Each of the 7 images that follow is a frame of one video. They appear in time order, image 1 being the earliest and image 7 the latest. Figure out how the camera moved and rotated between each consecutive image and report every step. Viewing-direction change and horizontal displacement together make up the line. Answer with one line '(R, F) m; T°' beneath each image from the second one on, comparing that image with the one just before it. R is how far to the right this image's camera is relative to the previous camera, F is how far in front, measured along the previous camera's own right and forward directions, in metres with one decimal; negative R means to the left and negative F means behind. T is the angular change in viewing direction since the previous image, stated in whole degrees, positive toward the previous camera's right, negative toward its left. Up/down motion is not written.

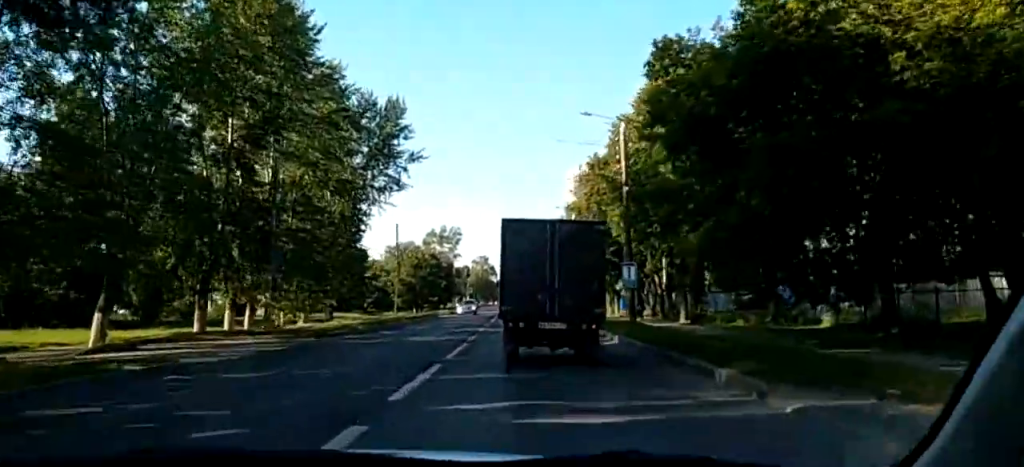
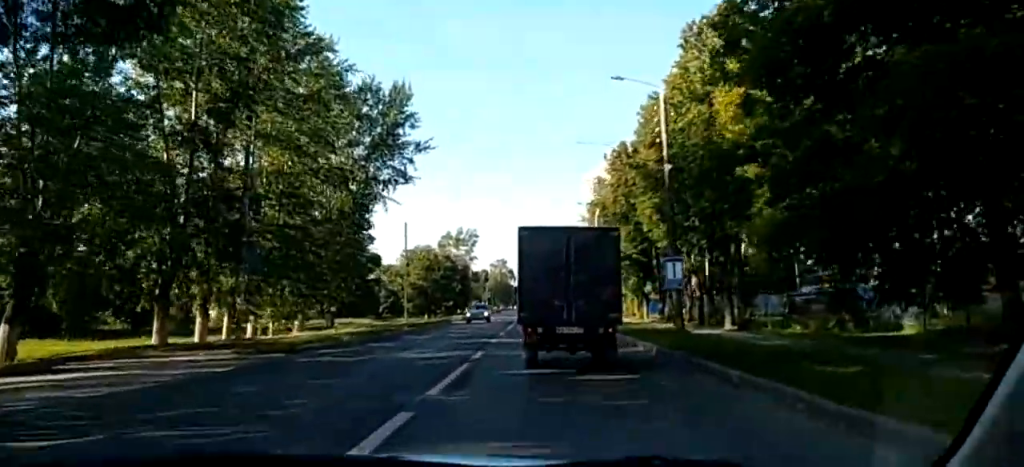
(0.0, +6.2) m; +1°
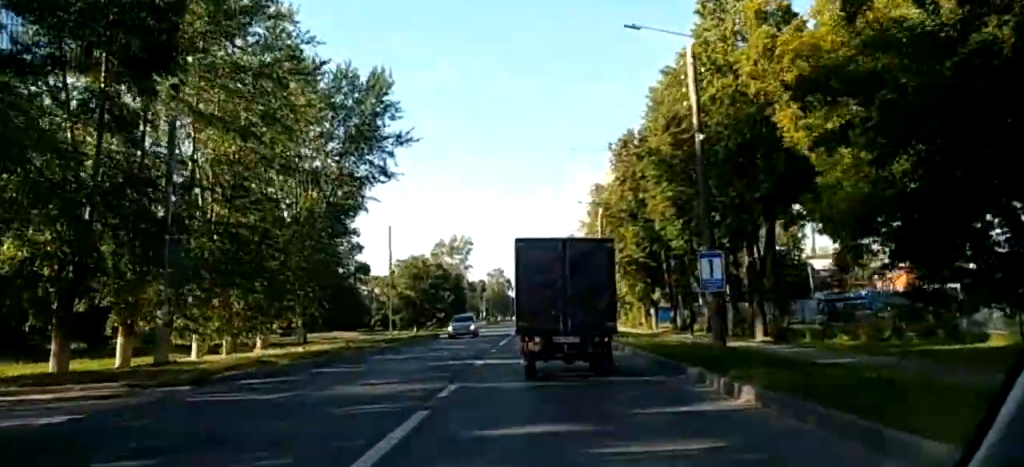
(+0.2, +6.2) m; 0°
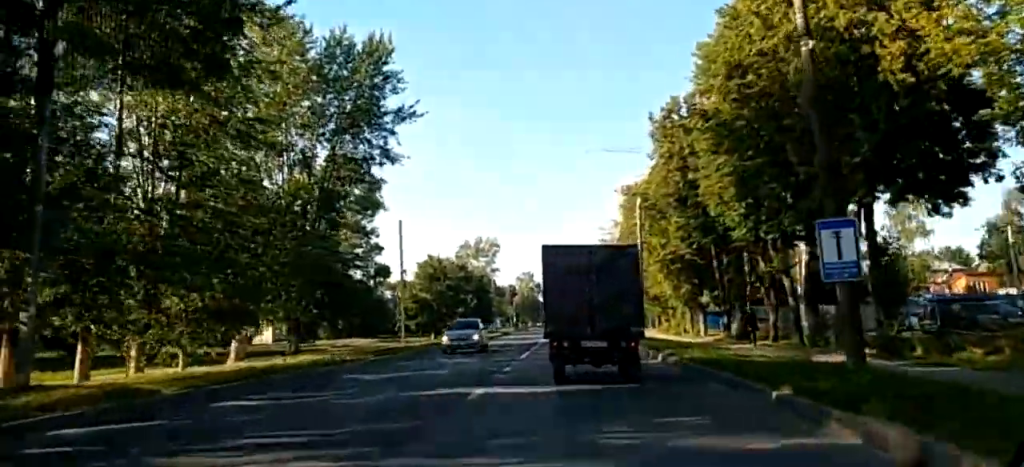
(+0.1, +8.0) m; 0°
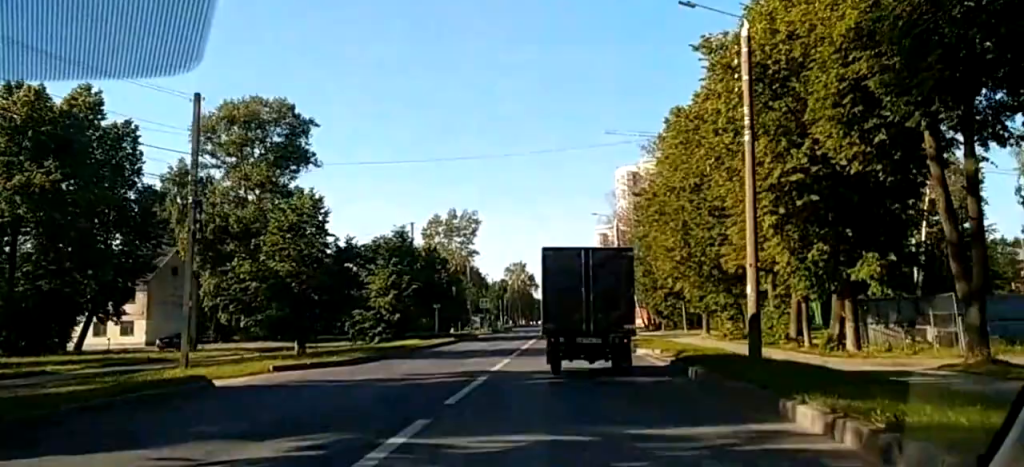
(-0.5, +32.5) m; -3°
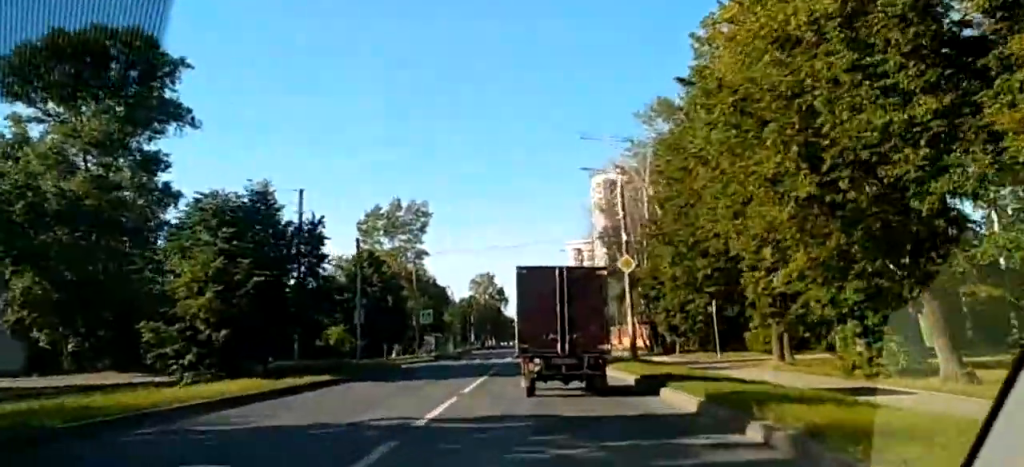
(-0.9, +23.9) m; -2°
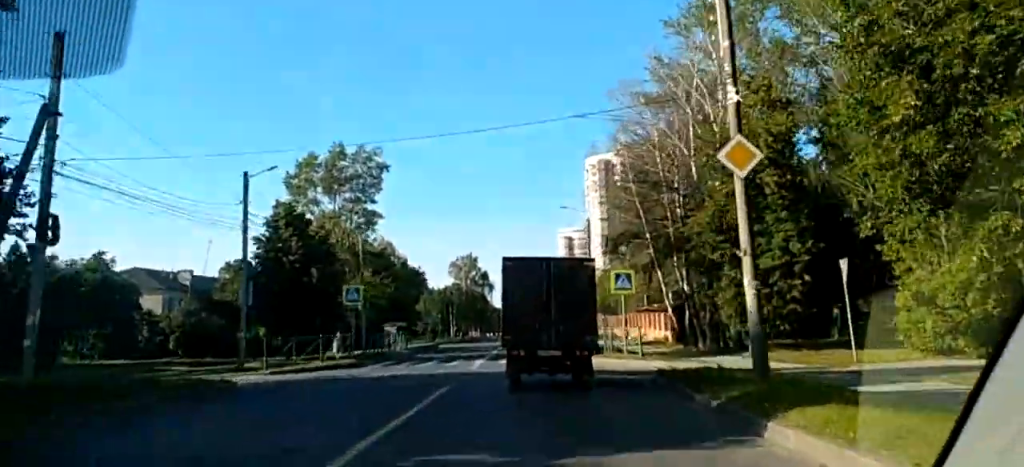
(+0.7, +21.1) m; +2°
